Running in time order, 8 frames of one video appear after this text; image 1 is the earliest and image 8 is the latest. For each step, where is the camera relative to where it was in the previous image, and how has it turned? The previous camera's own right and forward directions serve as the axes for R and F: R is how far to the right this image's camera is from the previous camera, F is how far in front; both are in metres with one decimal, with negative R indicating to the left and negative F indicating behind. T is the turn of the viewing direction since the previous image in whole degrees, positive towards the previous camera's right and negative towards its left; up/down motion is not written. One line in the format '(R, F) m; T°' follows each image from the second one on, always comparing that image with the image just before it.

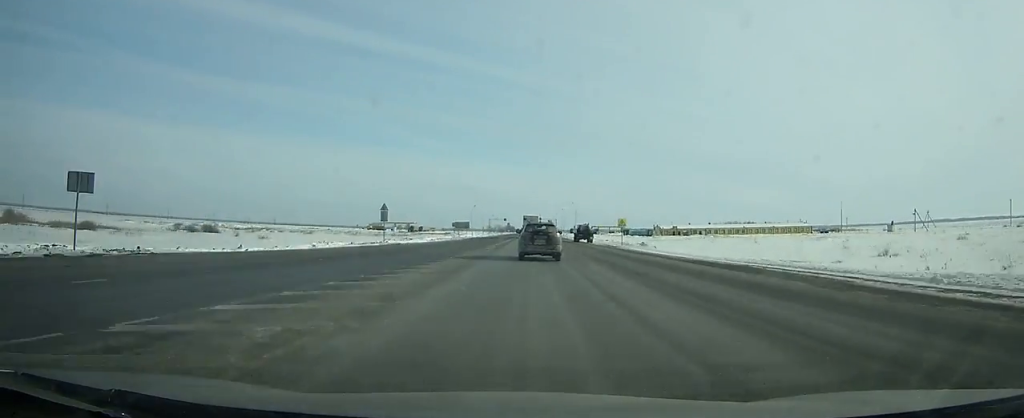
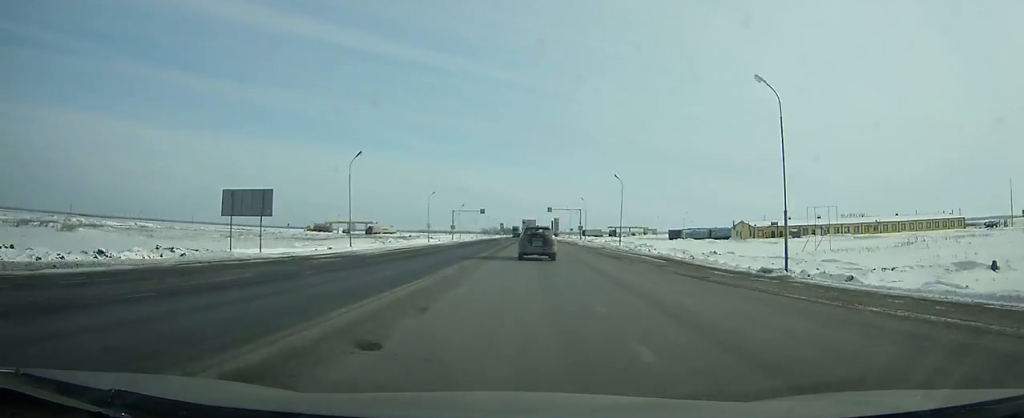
(+0.1, +101.3) m; 0°
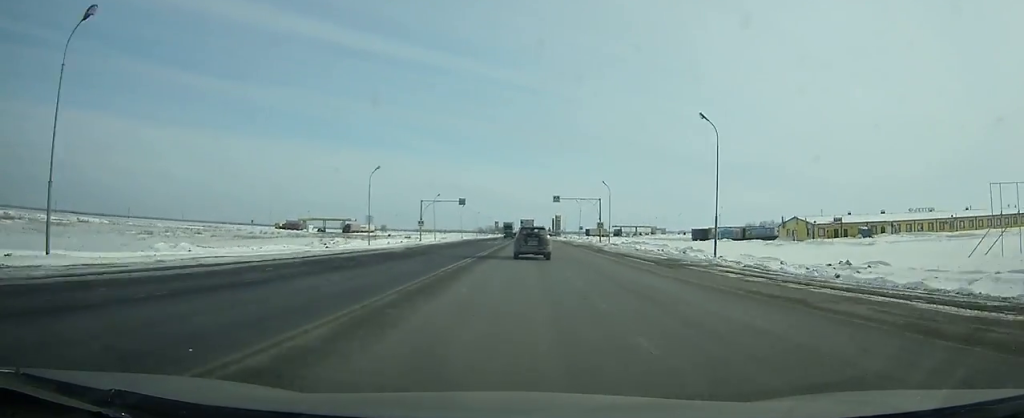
(-0.1, +31.6) m; 0°
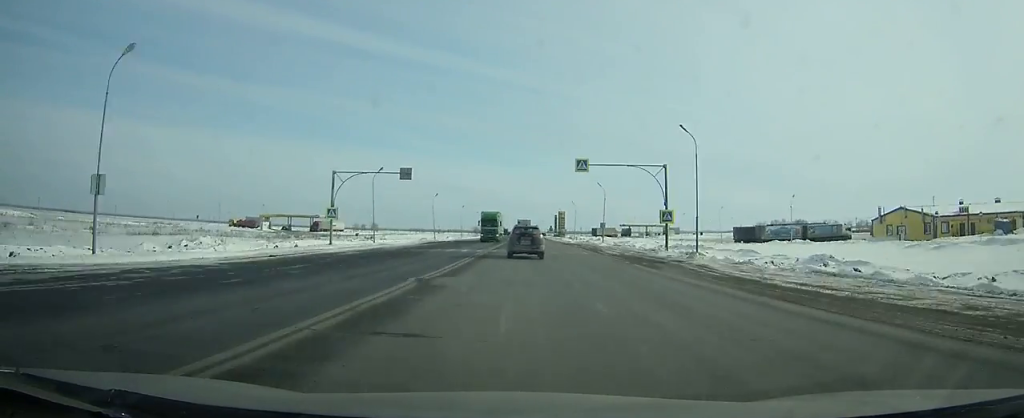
(+0.1, +36.3) m; 0°
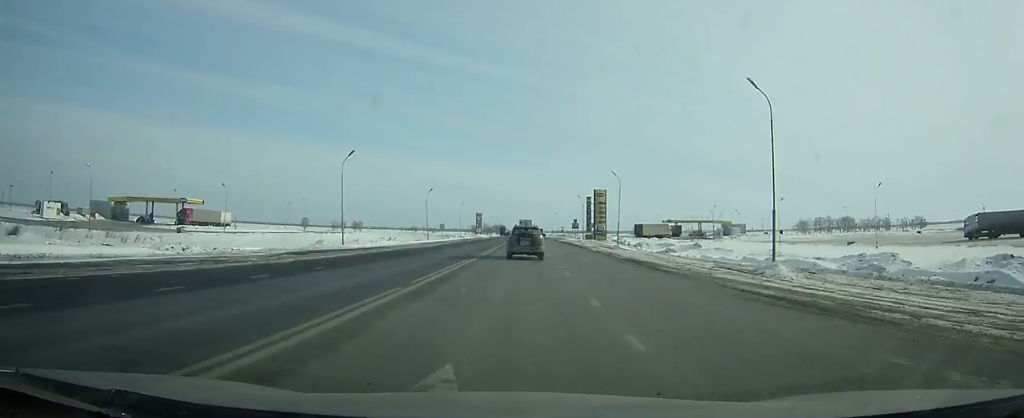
(0.0, +91.2) m; 0°
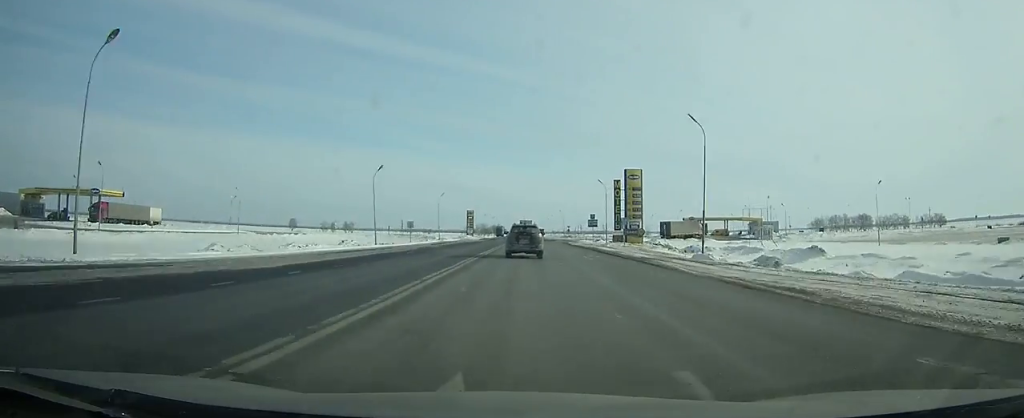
(0.0, +30.8) m; 0°
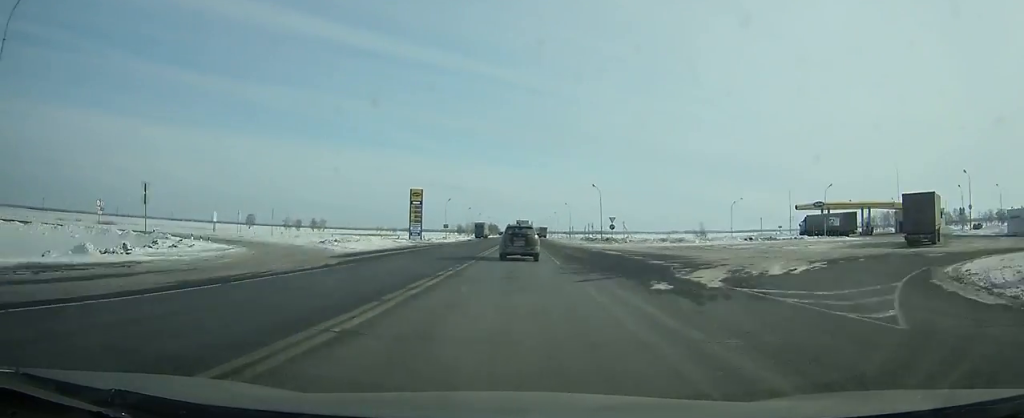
(+0.1, +81.6) m; 0°
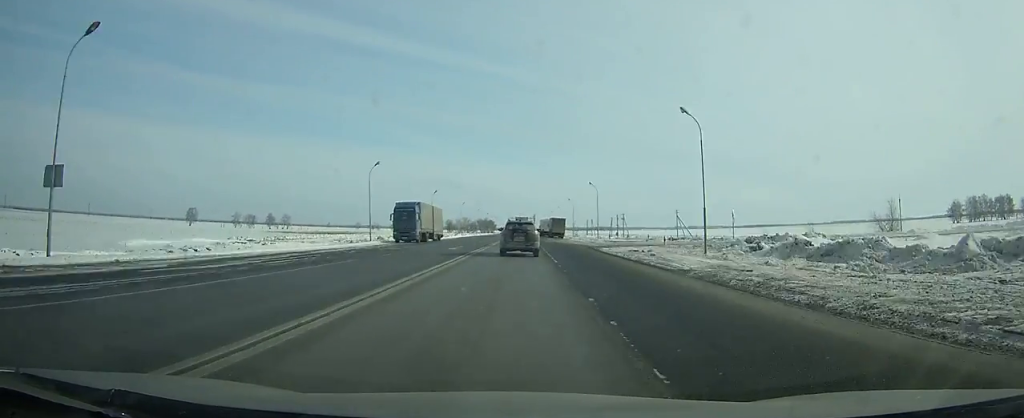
(0.0, +92.2) m; 0°
